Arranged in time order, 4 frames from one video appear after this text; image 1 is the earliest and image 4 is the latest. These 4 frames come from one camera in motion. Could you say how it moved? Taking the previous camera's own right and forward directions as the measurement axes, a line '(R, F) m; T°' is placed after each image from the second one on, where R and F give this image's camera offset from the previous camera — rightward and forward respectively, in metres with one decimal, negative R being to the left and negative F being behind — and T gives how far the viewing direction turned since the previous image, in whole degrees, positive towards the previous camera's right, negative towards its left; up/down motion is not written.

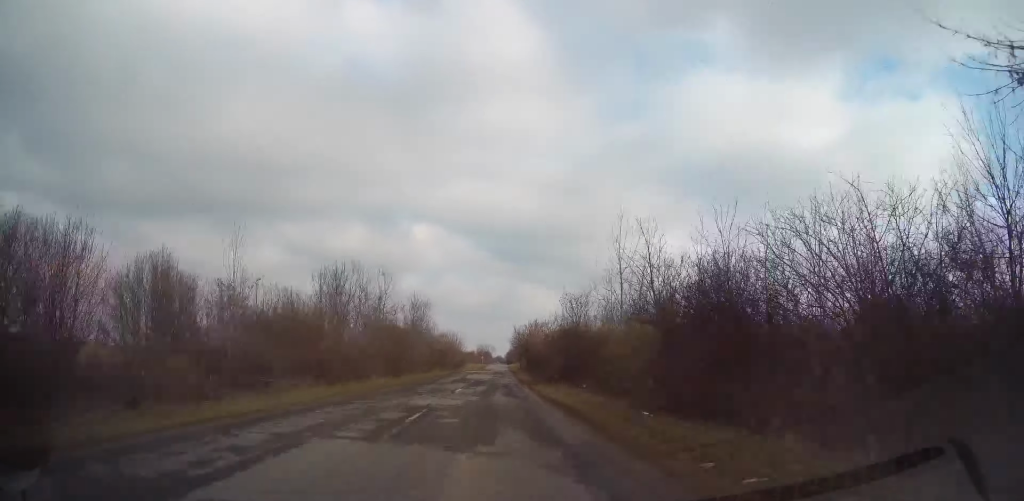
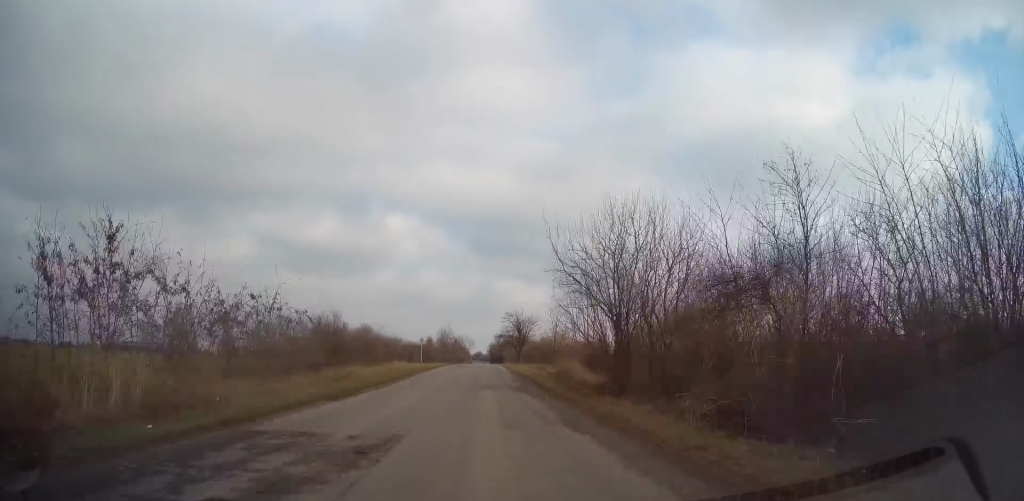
(+3.3, +119.0) m; +2°
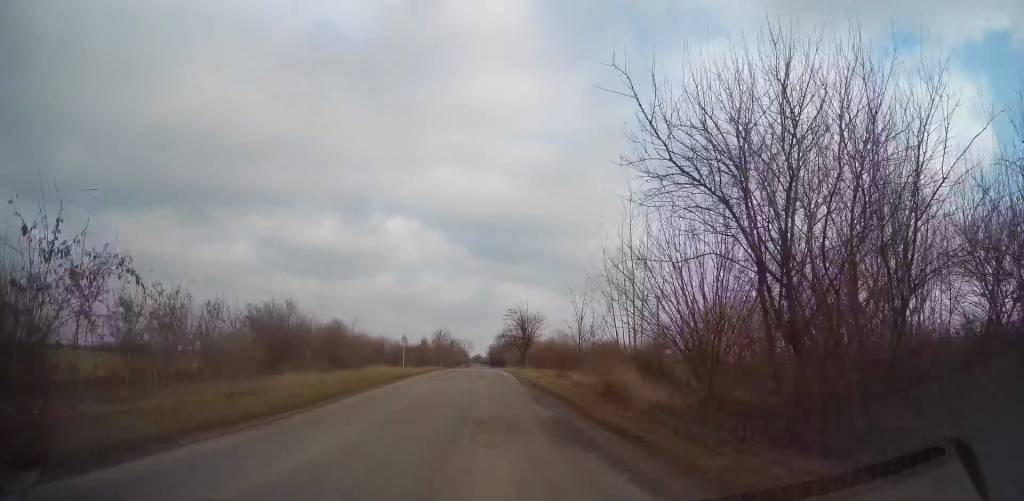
(0.0, +11.0) m; 0°
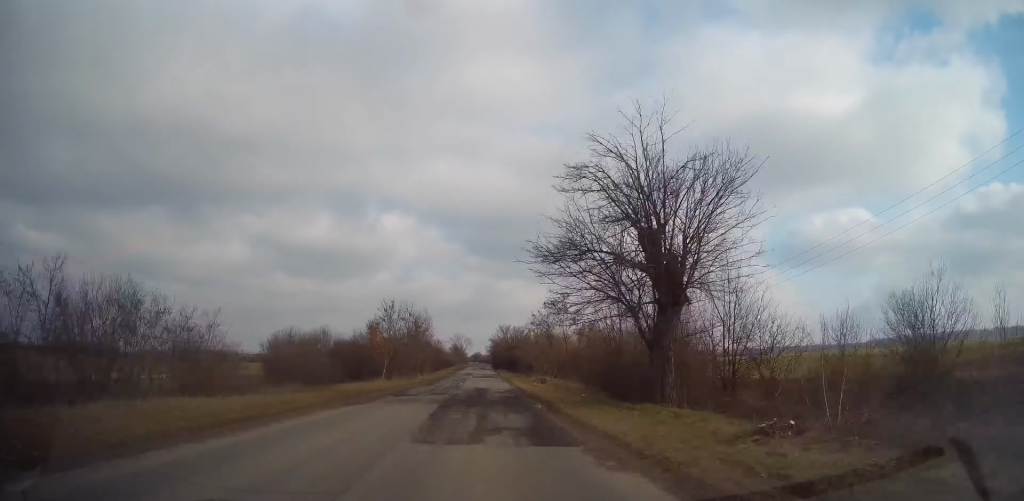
(+1.0, +58.0) m; 0°
